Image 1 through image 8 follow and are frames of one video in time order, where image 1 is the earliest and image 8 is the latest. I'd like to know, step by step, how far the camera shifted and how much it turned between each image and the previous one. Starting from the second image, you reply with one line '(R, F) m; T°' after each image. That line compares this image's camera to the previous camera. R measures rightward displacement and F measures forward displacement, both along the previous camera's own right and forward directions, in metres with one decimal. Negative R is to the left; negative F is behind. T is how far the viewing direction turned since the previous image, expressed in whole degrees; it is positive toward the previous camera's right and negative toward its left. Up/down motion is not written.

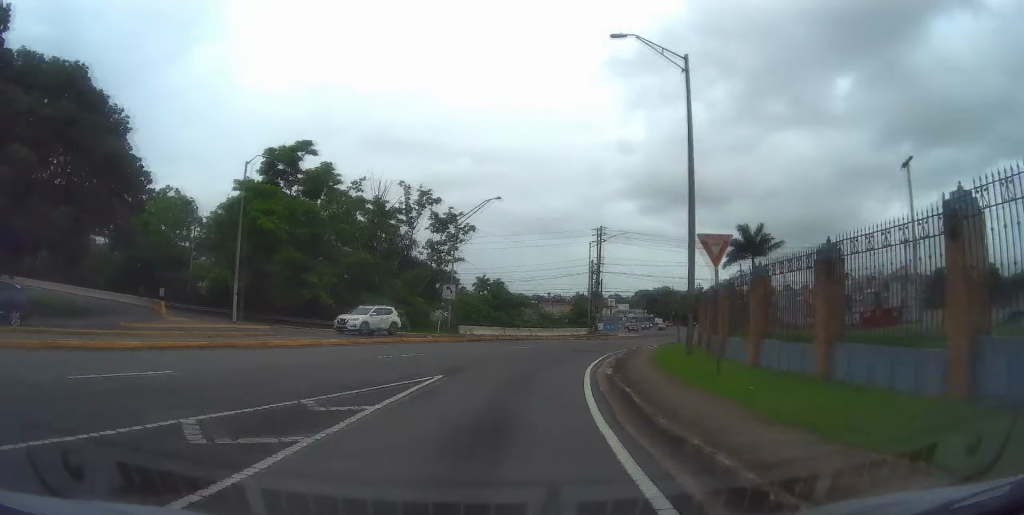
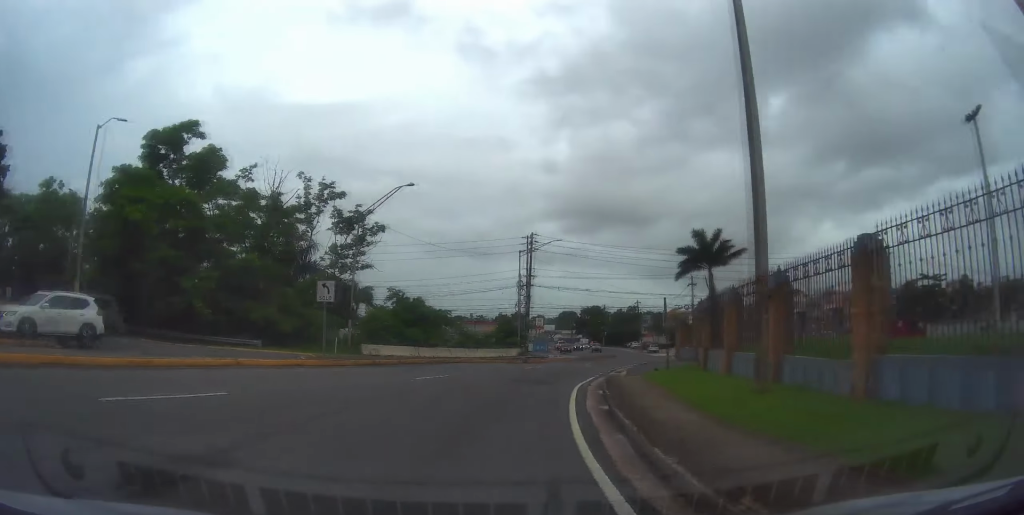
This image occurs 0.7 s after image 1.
(+0.5, +11.8) m; +7°
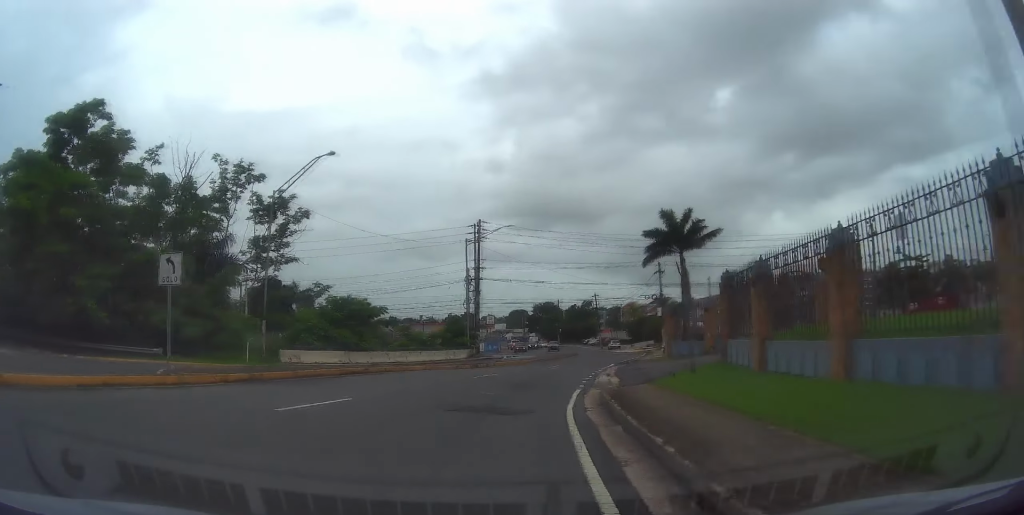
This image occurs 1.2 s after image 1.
(+0.6, +8.7) m; +6°
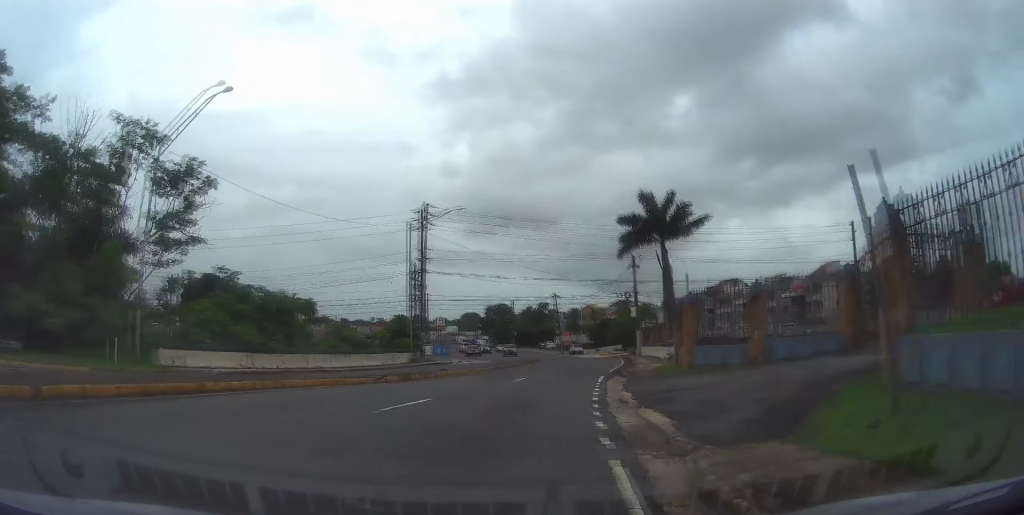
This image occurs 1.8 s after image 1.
(+0.7, +11.0) m; +5°
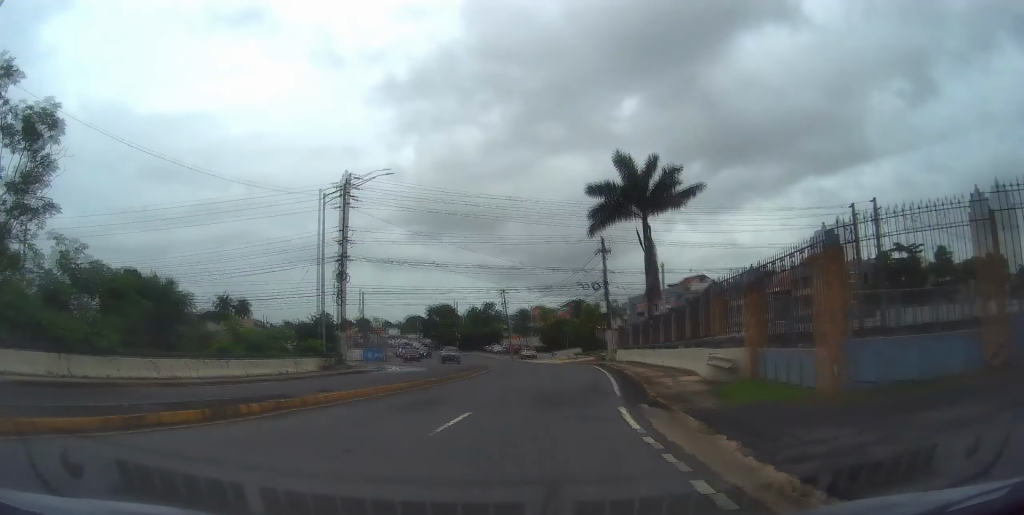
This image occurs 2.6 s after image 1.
(+0.5, +13.1) m; +4°
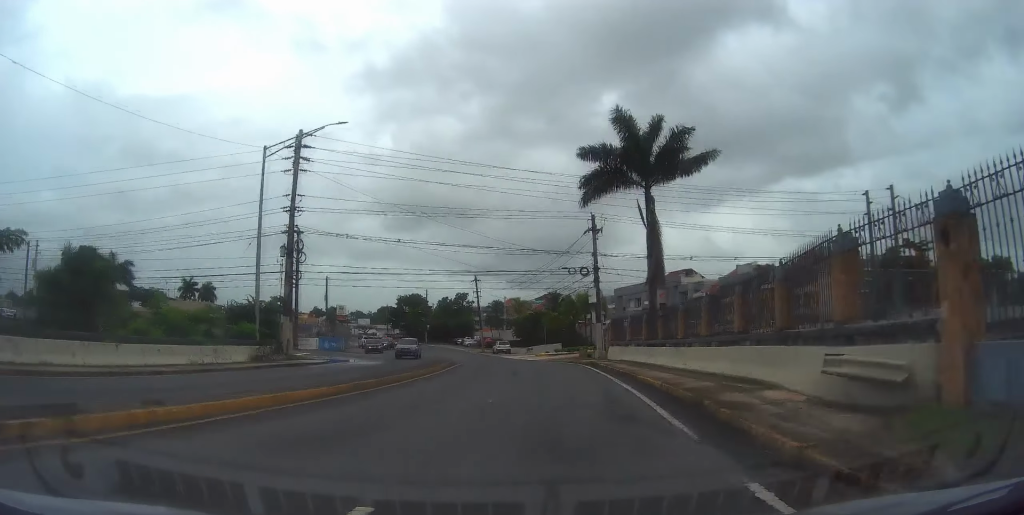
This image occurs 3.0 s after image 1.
(+0.3, +8.0) m; +1°
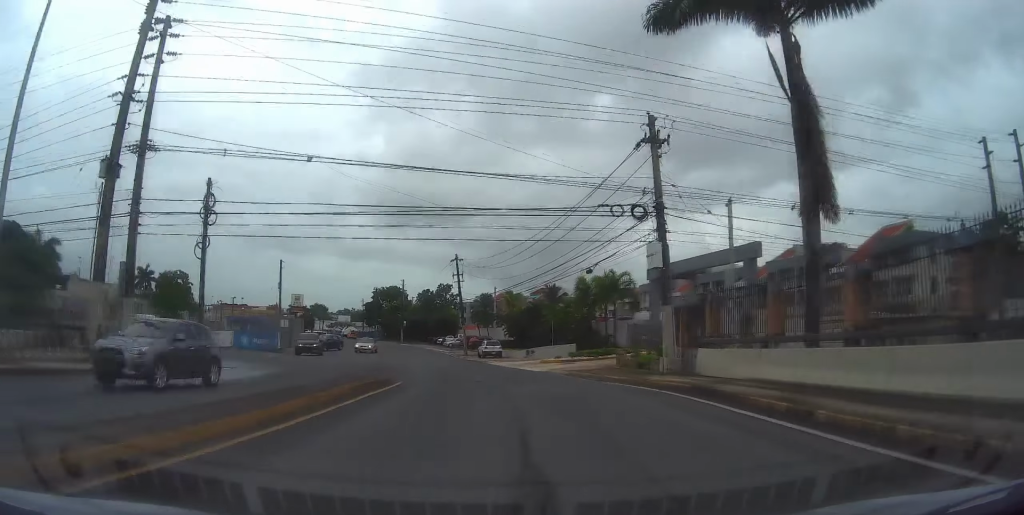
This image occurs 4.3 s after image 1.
(+0.6, +22.5) m; +2°
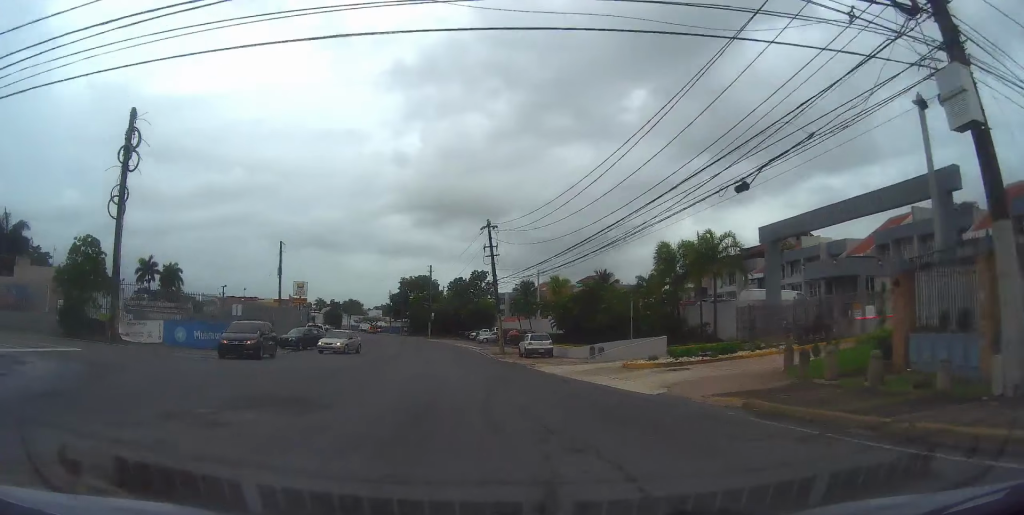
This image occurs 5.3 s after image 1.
(0.0, +18.0) m; -3°
